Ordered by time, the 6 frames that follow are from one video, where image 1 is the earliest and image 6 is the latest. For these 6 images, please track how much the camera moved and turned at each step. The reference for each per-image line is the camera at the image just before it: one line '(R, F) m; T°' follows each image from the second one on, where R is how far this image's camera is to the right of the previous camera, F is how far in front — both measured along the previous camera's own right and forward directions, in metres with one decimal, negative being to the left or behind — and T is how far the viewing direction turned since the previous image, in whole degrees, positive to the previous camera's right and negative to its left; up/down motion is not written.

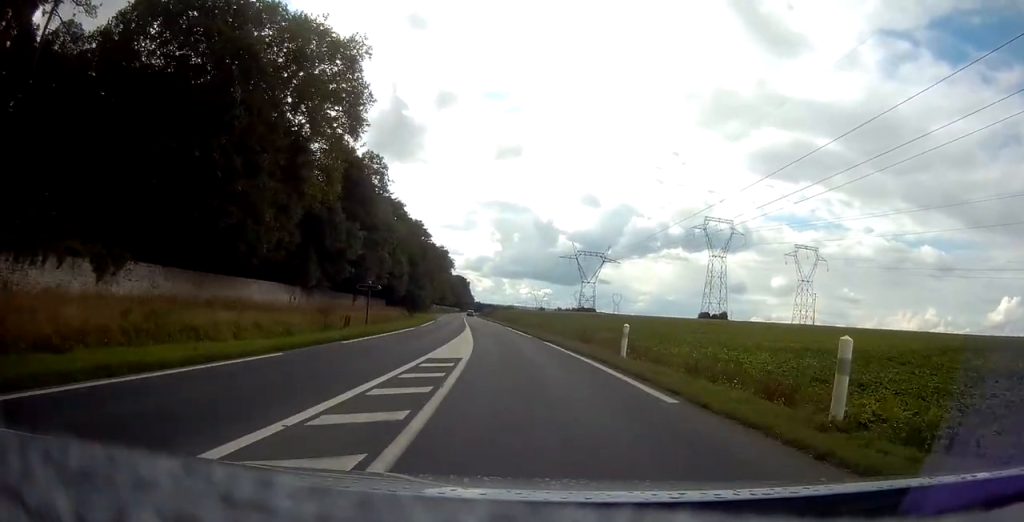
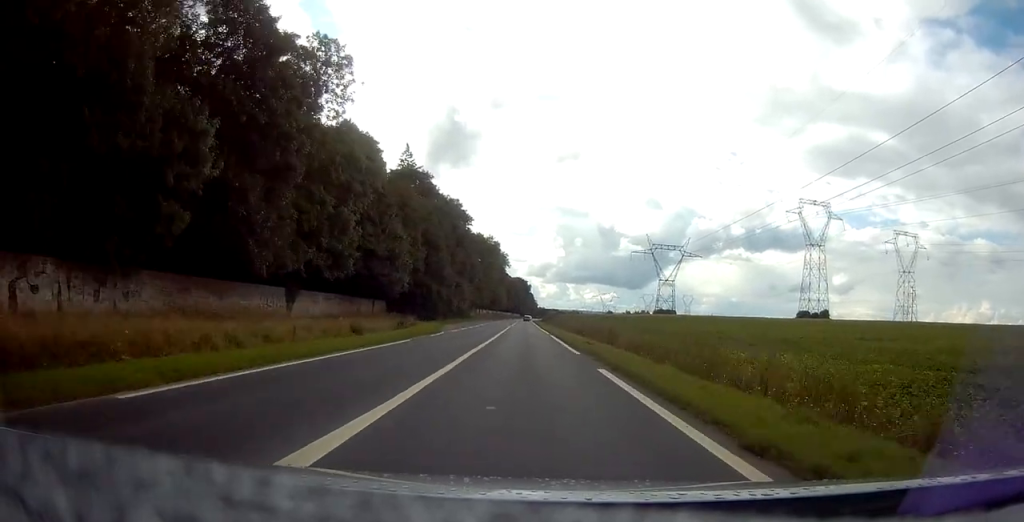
(-2.5, +39.7) m; -6°
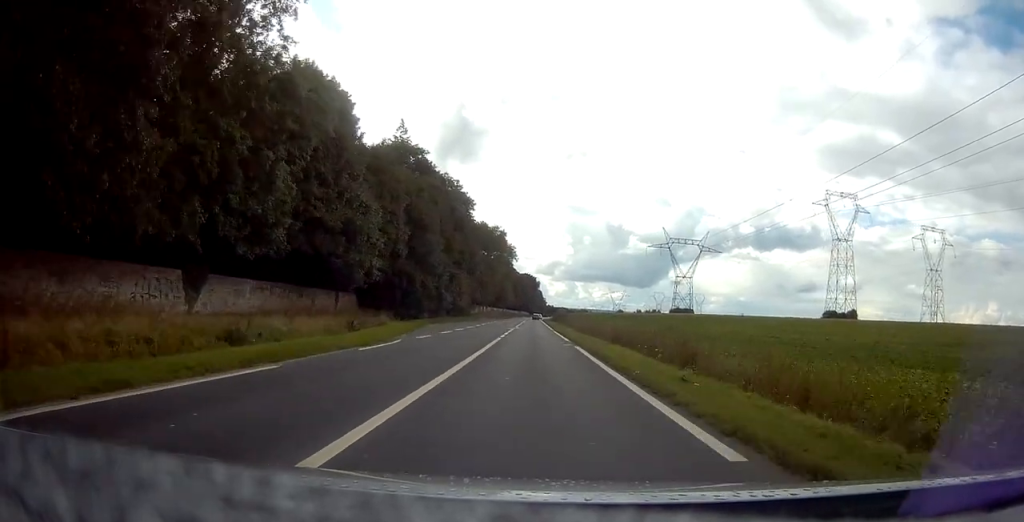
(-0.2, +15.1) m; -1°
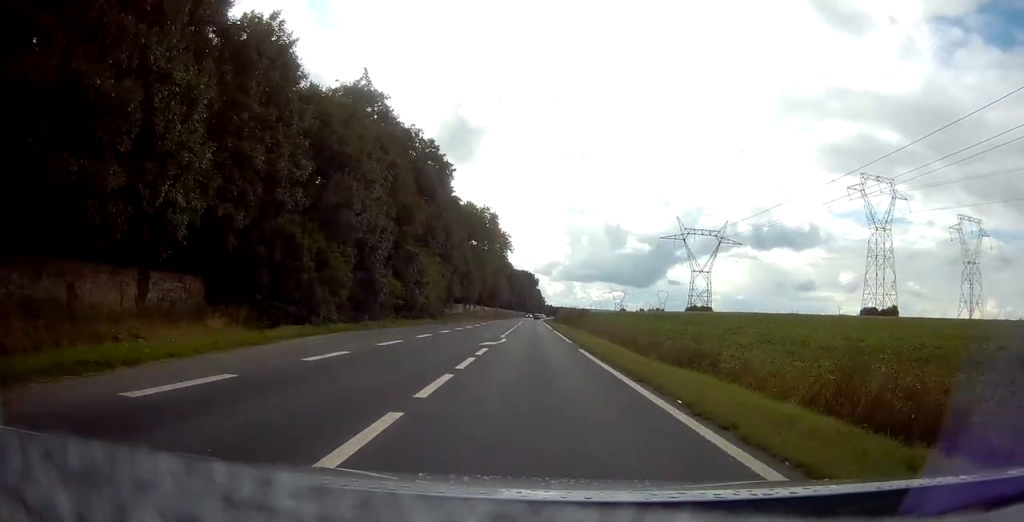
(-0.4, +27.1) m; -1°
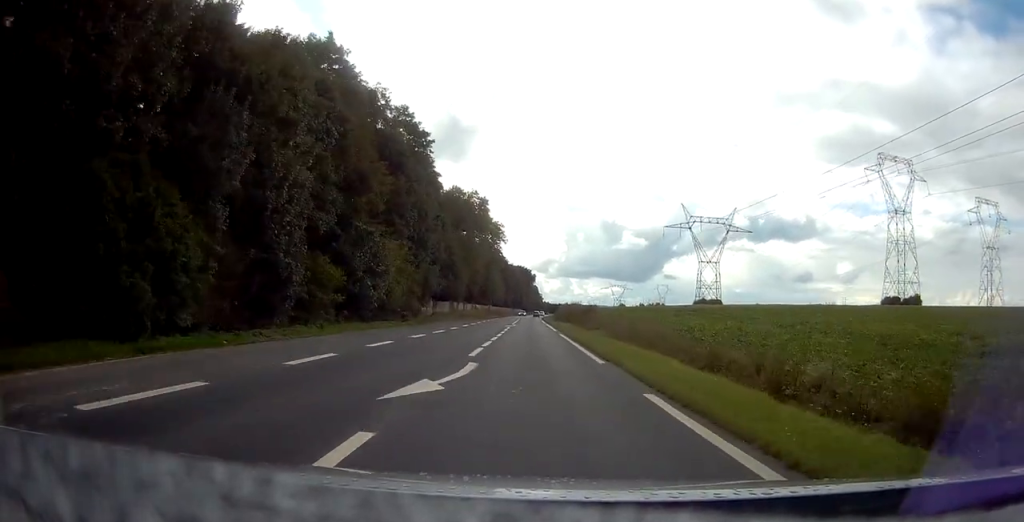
(0.0, +14.3) m; 0°
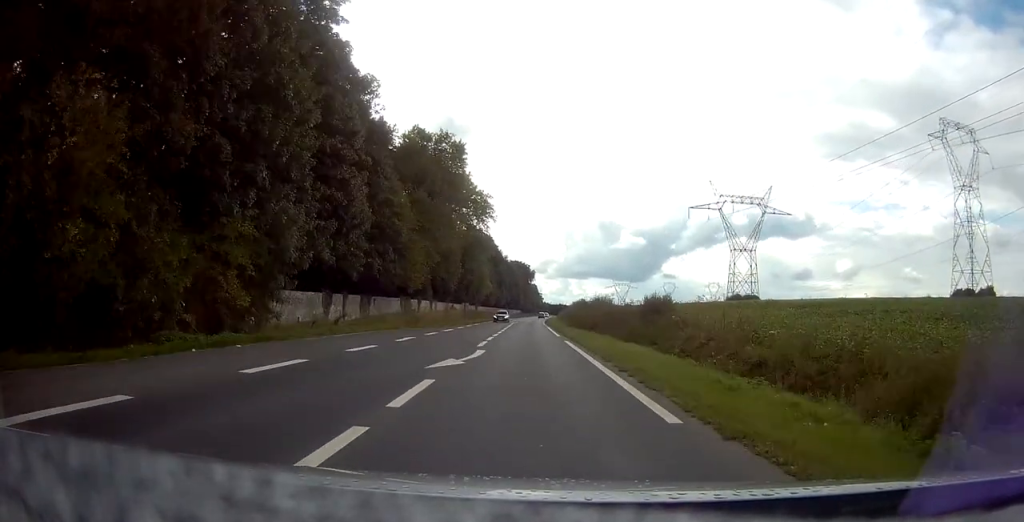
(+0.3, +34.6) m; 0°
